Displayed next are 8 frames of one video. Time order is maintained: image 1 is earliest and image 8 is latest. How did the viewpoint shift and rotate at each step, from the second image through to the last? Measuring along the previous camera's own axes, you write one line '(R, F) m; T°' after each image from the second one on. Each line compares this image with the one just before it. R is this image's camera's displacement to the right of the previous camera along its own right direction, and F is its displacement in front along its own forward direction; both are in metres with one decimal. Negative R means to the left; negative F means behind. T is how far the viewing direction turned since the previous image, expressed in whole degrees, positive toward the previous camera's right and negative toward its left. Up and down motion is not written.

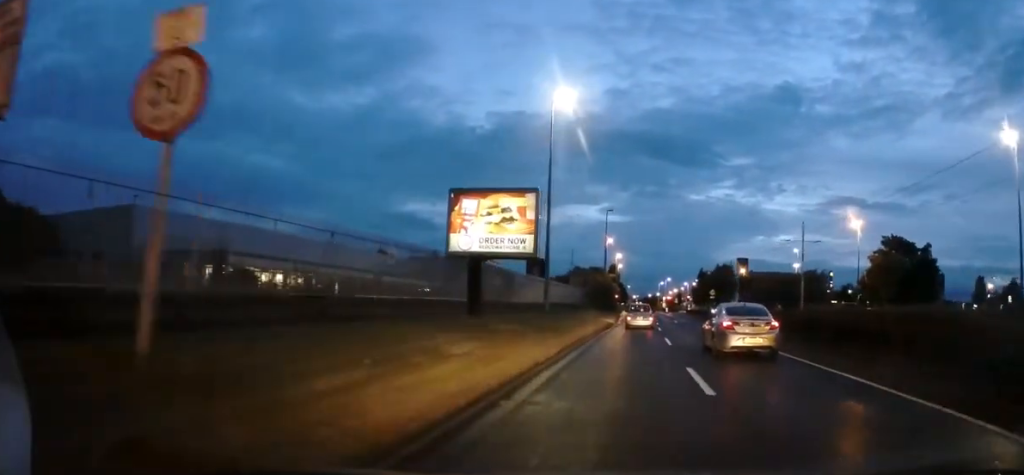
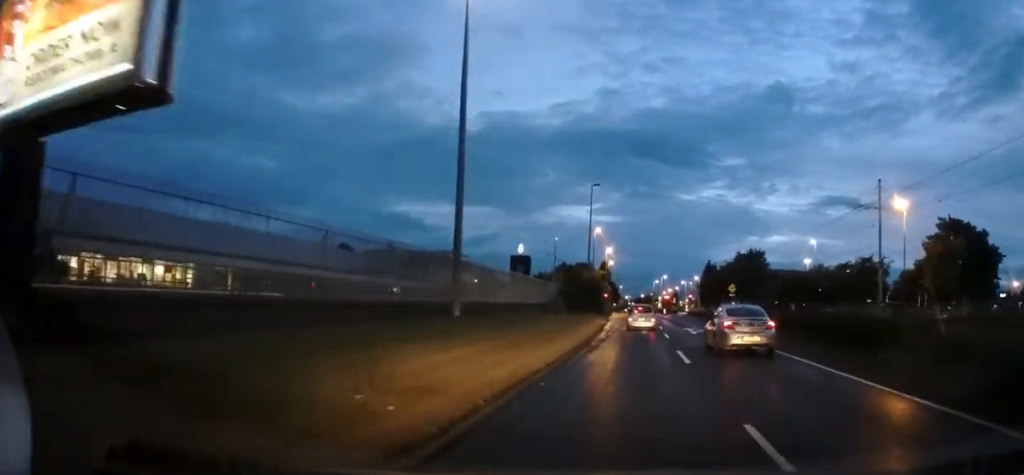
(0.0, +18.5) m; -2°
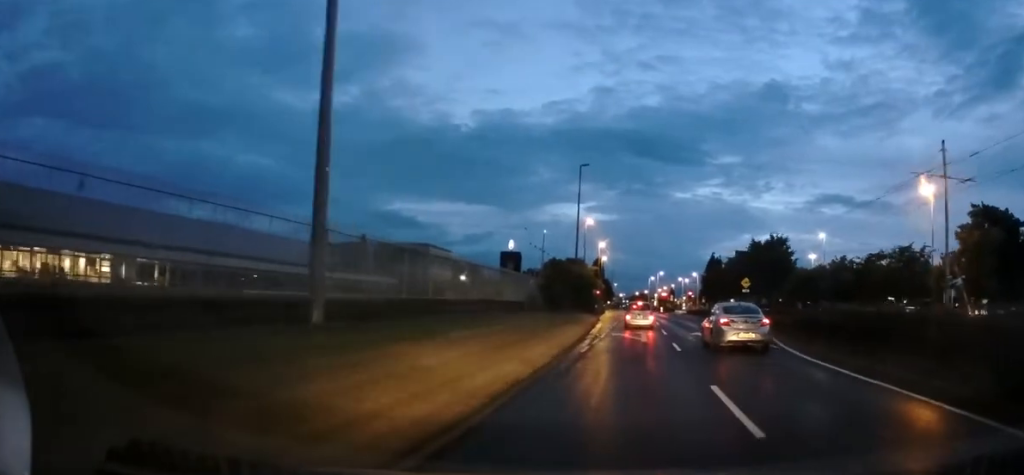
(-0.3, +8.7) m; 0°
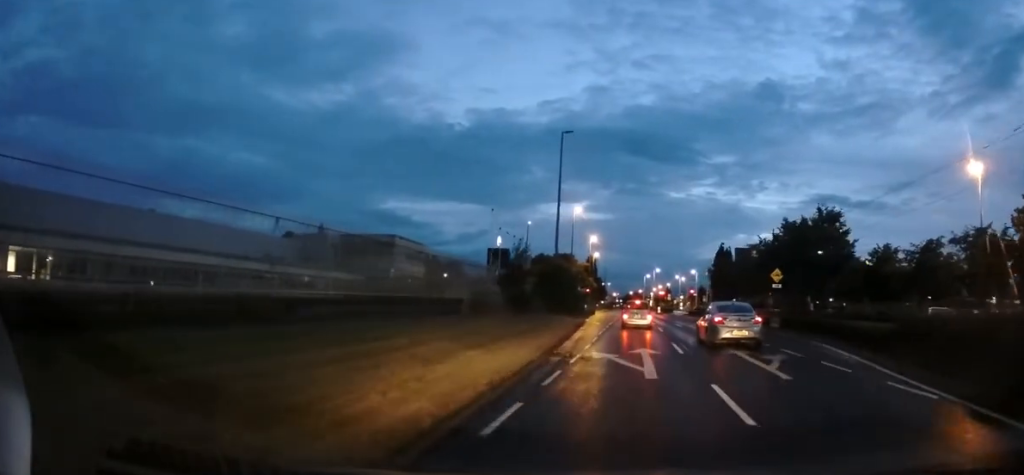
(+0.2, +11.3) m; +3°
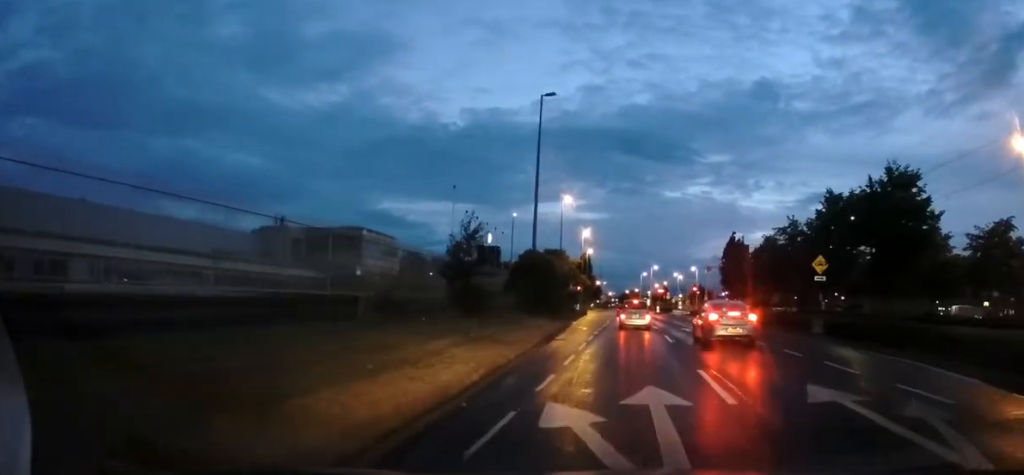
(+0.3, +8.7) m; +1°
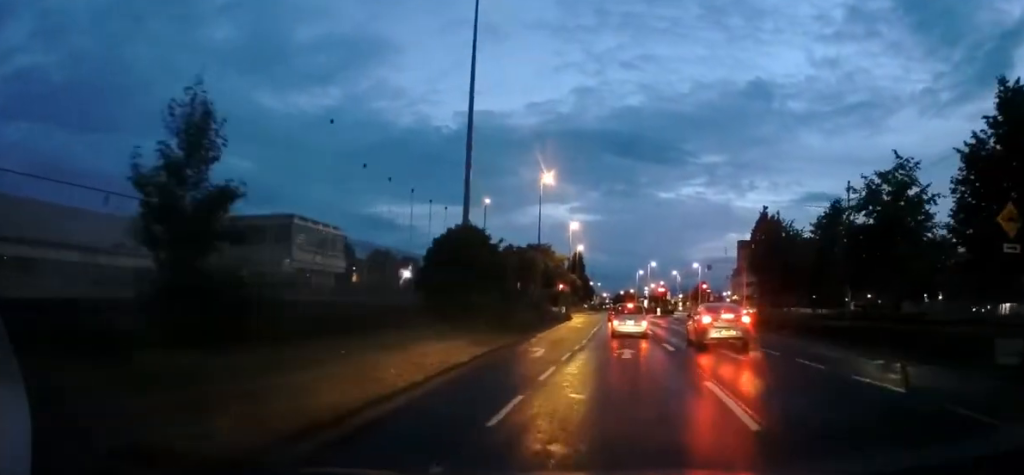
(-0.4, +14.5) m; -1°
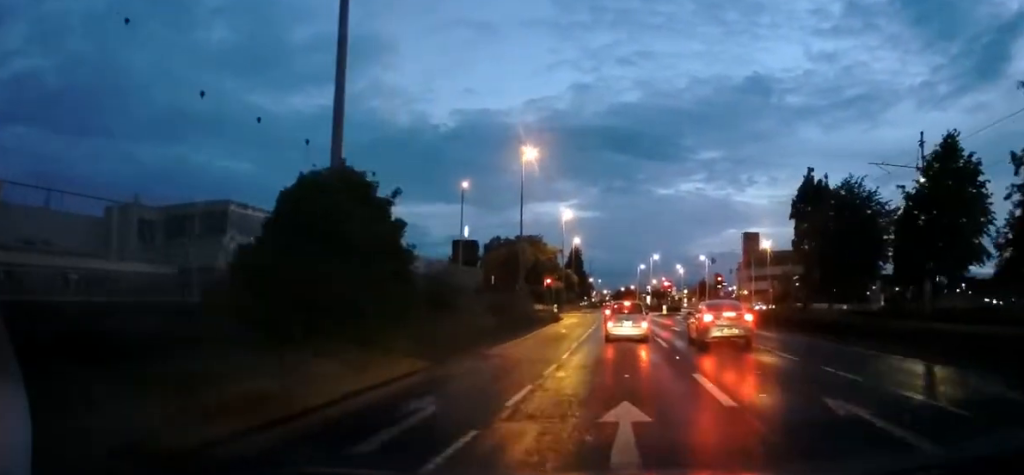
(+0.3, +10.3) m; +1°
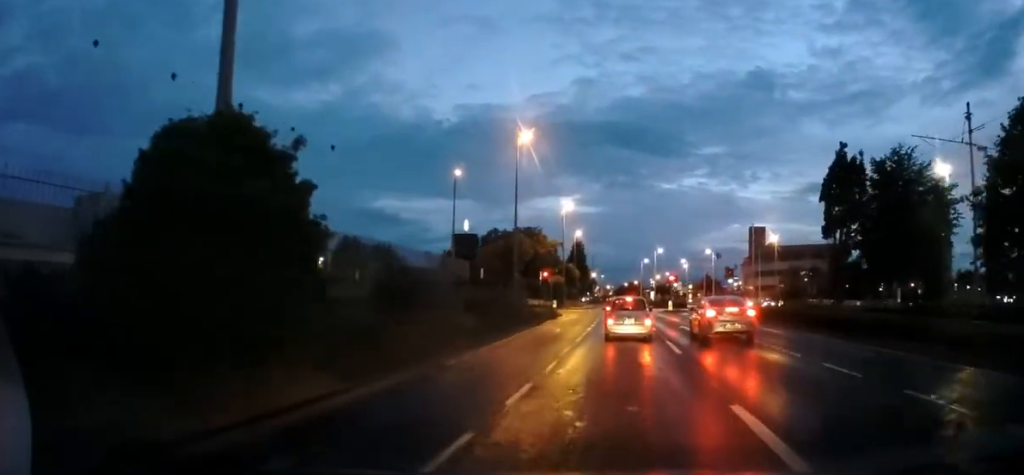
(-0.1, +4.0) m; 0°
